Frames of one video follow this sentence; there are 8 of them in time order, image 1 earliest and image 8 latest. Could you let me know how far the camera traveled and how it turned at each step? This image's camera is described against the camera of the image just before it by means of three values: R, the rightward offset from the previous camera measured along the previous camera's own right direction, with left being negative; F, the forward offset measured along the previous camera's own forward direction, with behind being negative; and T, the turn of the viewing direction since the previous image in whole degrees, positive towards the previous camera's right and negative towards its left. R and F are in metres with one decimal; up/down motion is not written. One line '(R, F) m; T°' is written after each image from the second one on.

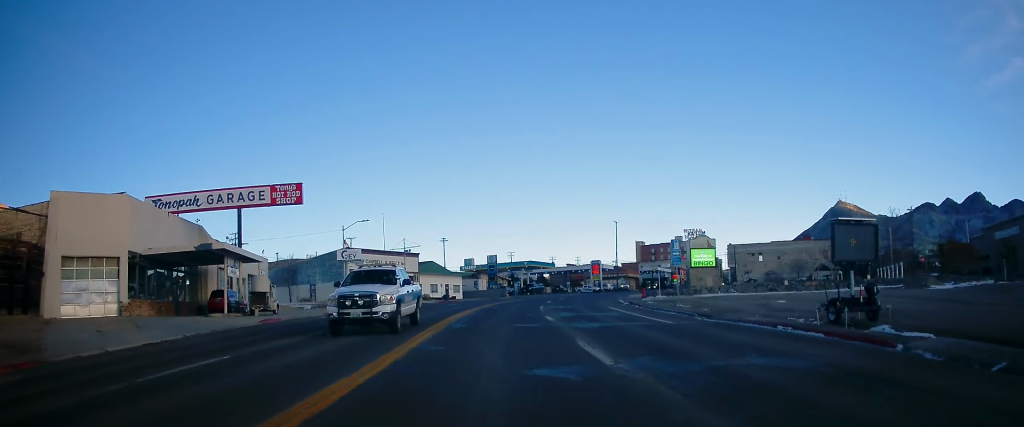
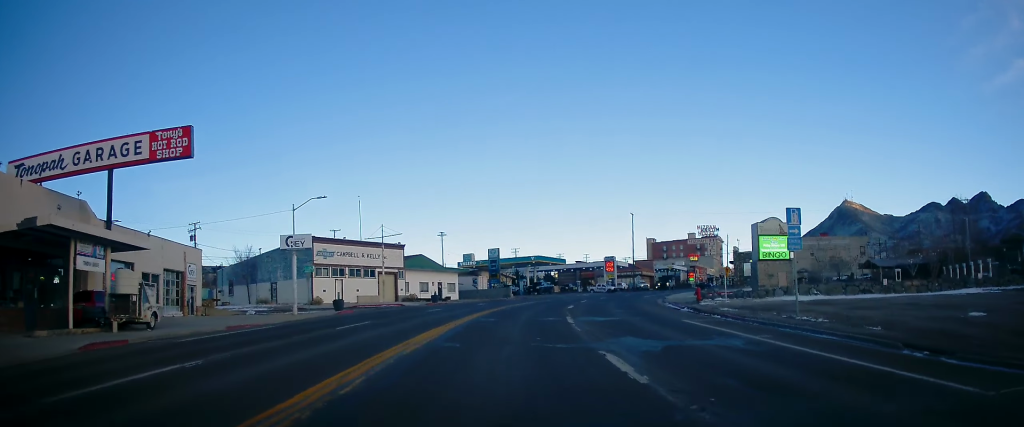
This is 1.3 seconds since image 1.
(-0.3, +14.2) m; -1°
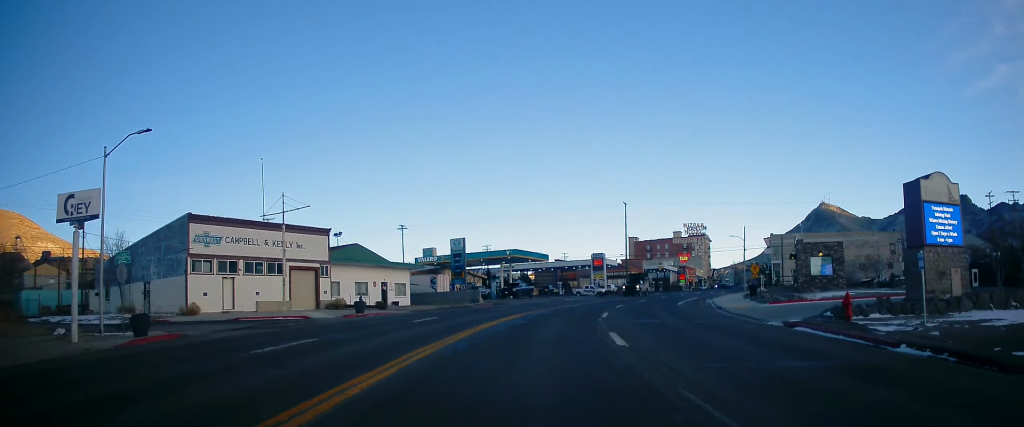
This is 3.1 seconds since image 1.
(+0.6, +19.6) m; +3°
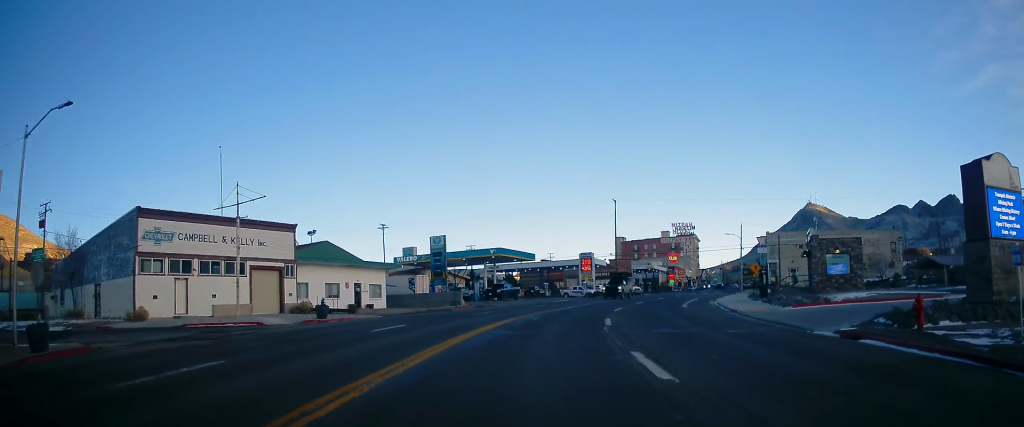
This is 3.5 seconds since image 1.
(0.0, +4.7) m; +1°
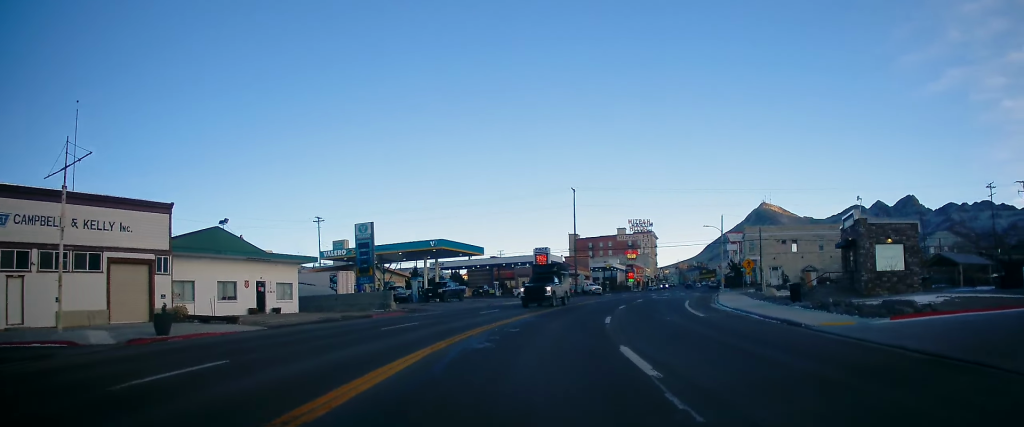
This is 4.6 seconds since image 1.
(+0.3, +11.5) m; +4°
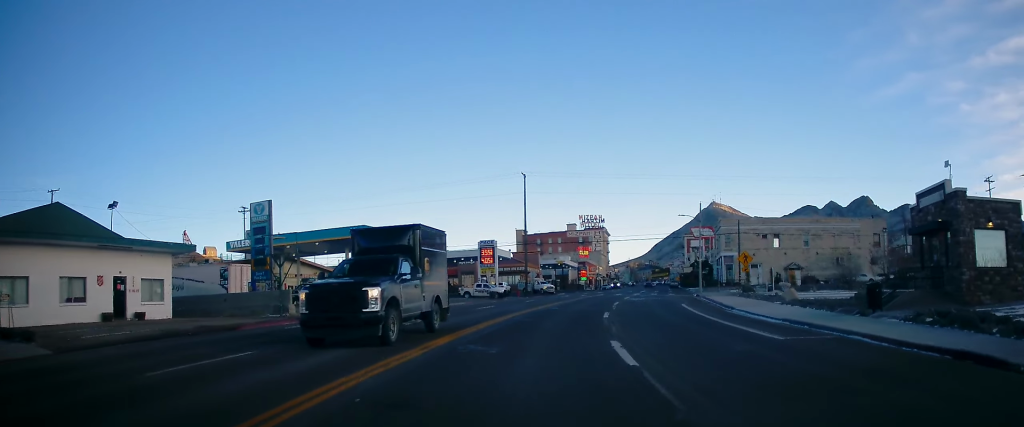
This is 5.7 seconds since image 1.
(+0.4, +11.5) m; +4°
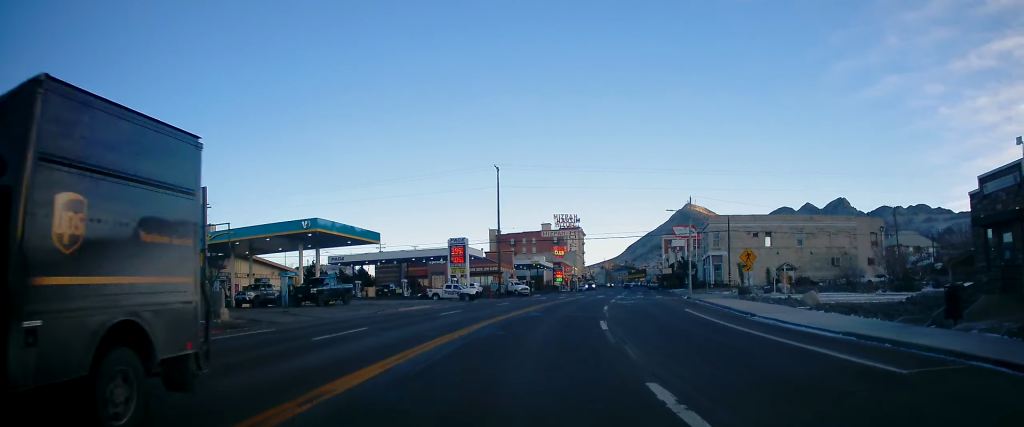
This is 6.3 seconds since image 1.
(+0.2, +5.6) m; +4°
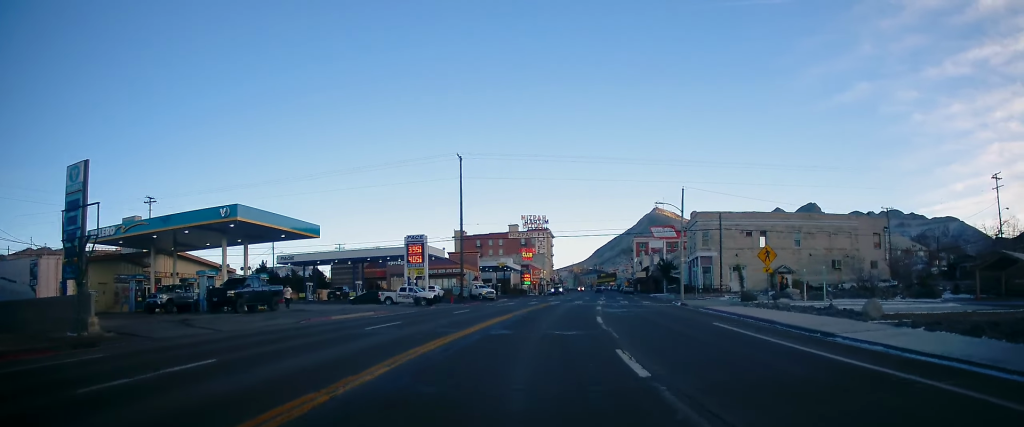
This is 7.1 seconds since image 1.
(+0.4, +8.1) m; +4°
